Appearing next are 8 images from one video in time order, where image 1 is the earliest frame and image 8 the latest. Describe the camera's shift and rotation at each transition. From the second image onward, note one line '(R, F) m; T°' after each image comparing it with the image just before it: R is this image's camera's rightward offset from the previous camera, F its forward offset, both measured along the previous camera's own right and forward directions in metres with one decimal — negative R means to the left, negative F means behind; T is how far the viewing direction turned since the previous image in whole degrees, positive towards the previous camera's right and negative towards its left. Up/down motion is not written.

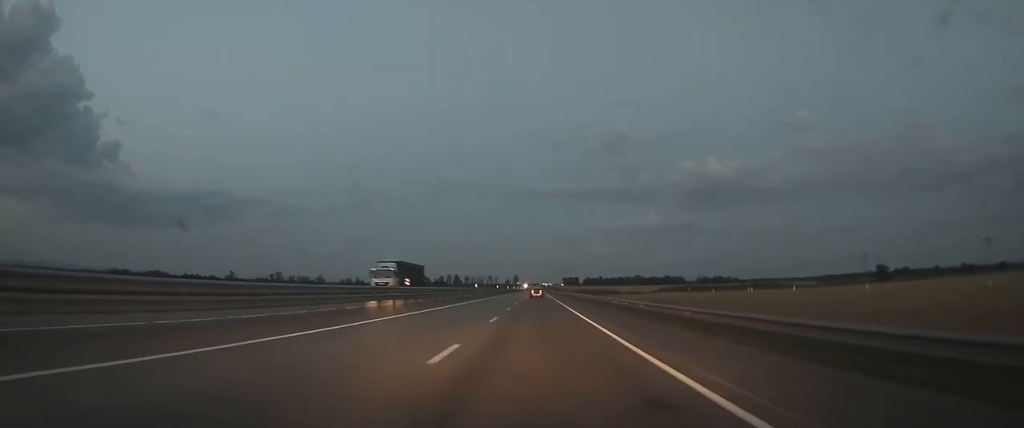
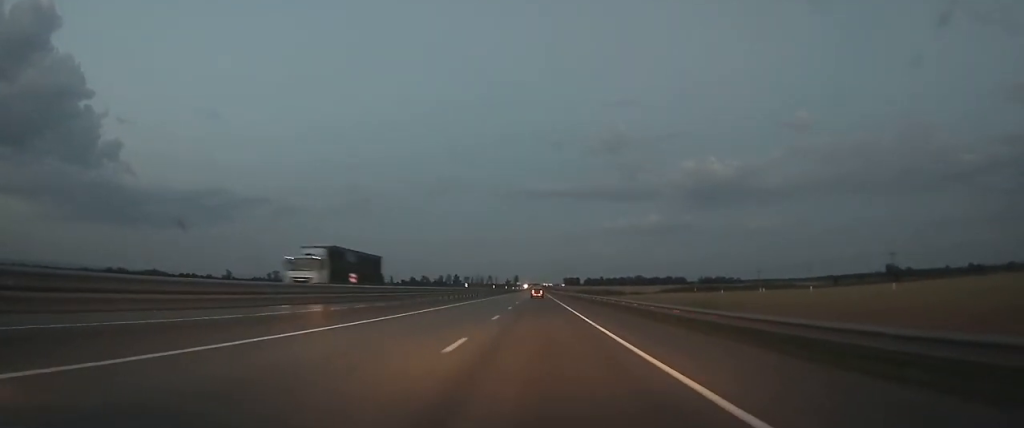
(0.0, +10.4) m; 0°
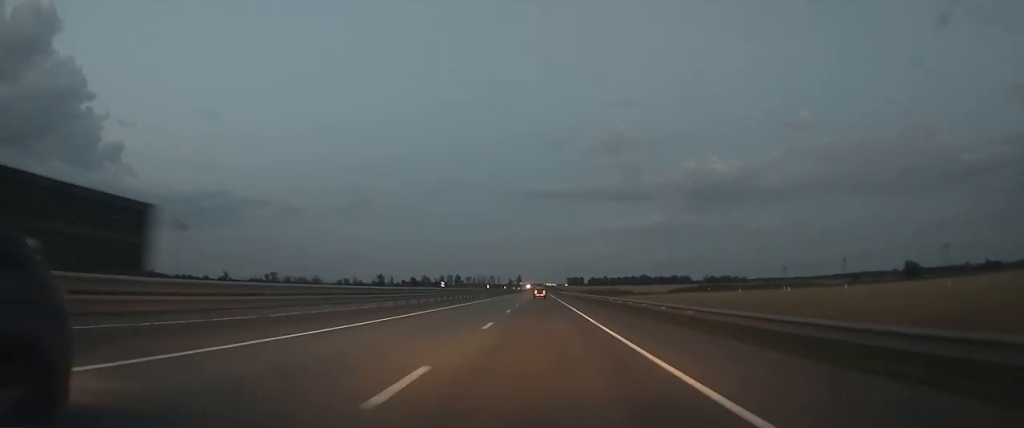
(0.0, +17.1) m; 0°
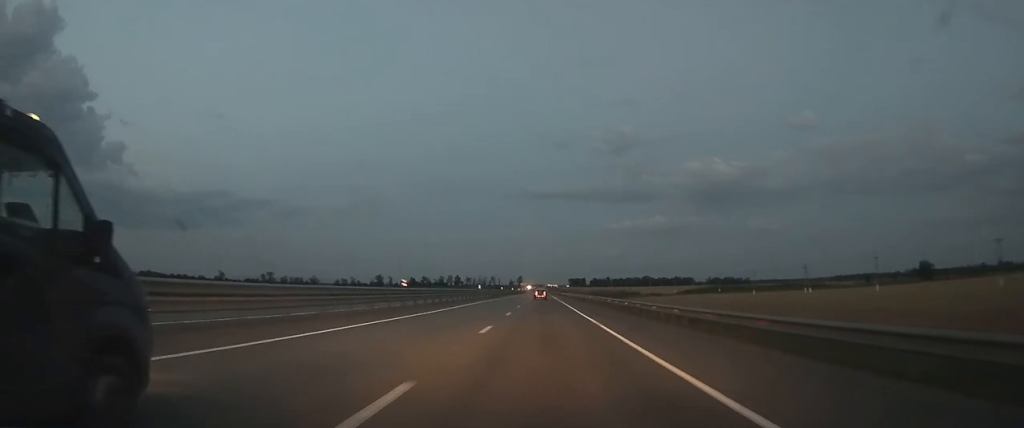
(0.0, +13.4) m; 0°
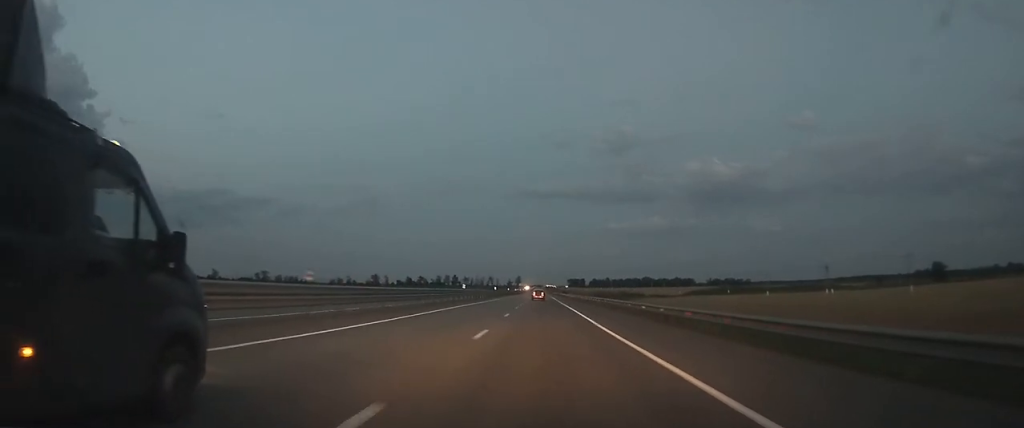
(0.0, +13.5) m; 0°
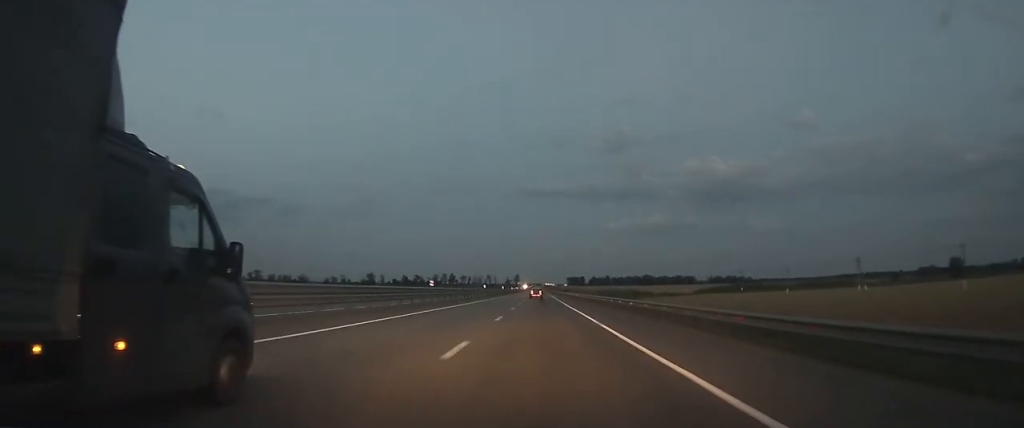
(0.0, +16.6) m; 0°
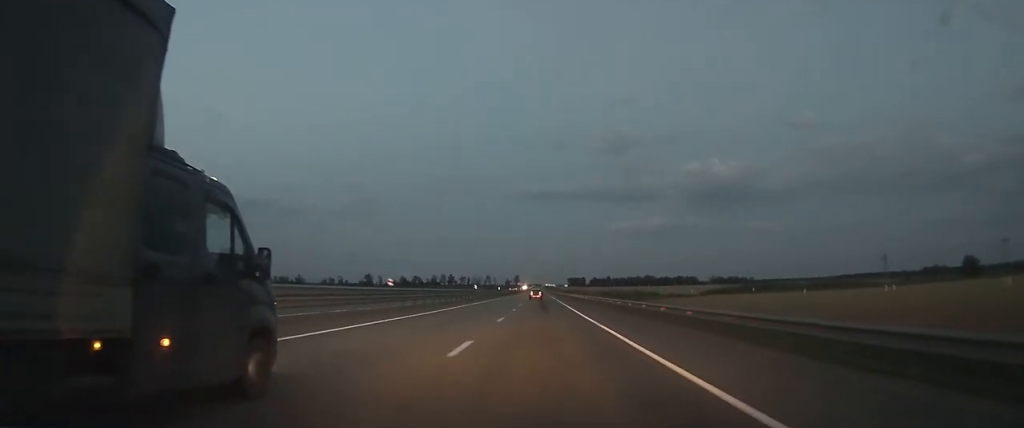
(0.0, +11.3) m; 0°
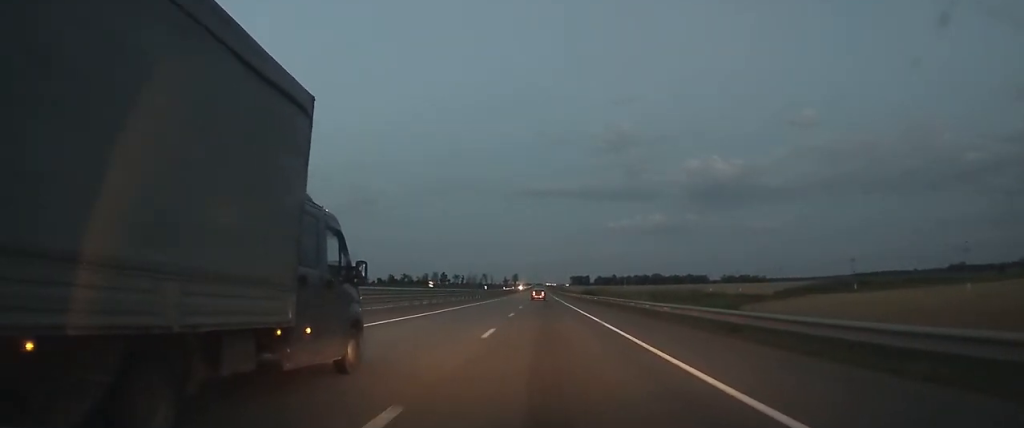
(-0.3, +67.3) m; 0°
